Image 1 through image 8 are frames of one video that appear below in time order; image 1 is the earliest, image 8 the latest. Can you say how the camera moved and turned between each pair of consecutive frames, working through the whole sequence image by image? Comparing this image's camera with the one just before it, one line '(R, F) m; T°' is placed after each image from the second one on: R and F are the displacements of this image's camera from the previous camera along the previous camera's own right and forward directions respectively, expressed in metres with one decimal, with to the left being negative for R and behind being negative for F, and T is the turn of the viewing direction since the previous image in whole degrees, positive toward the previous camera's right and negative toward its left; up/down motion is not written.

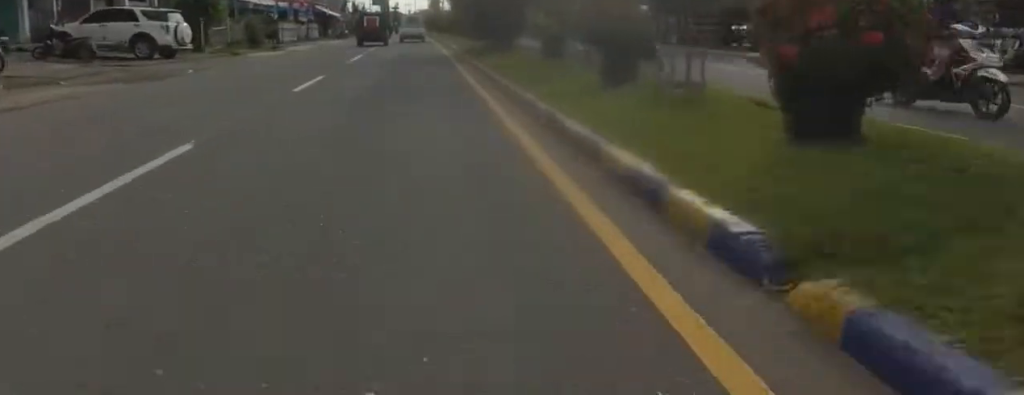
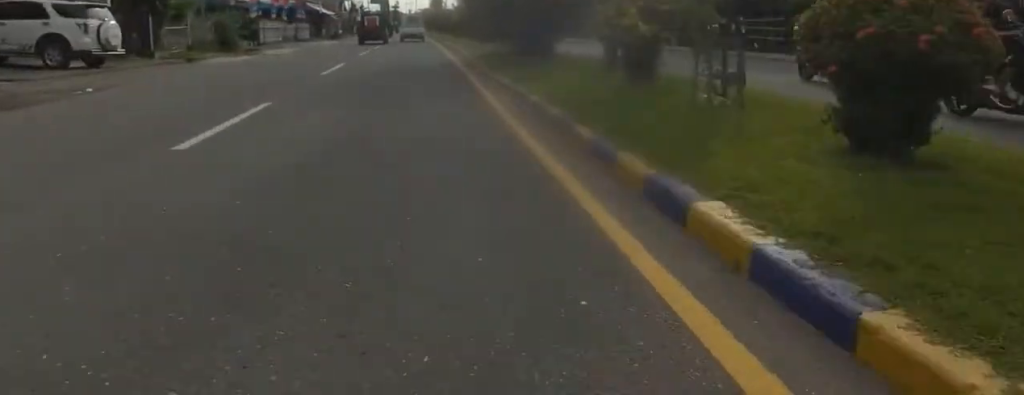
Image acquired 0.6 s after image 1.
(0.0, +5.2) m; 0°
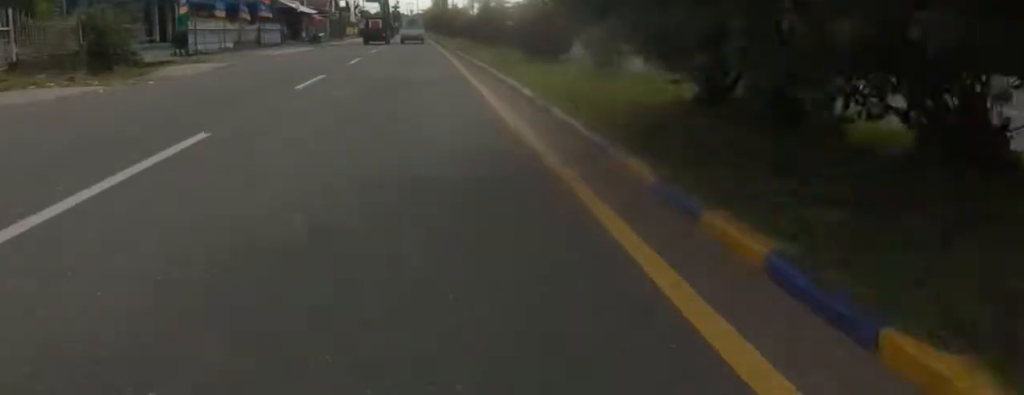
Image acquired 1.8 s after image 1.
(0.0, +10.9) m; 0°
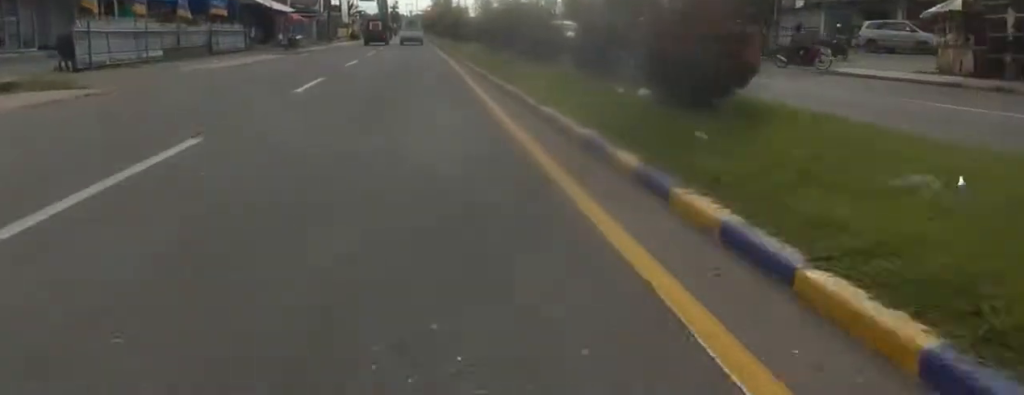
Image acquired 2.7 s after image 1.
(0.0, +8.2) m; 0°
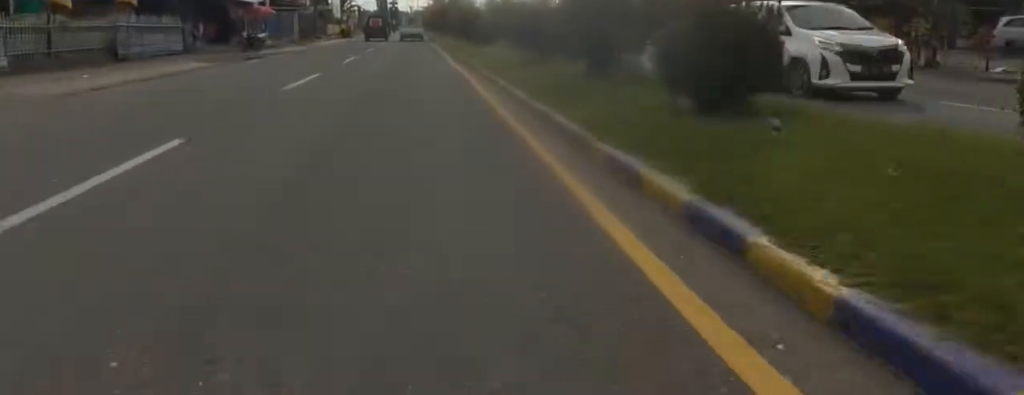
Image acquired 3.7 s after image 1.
(0.0, +8.3) m; 0°
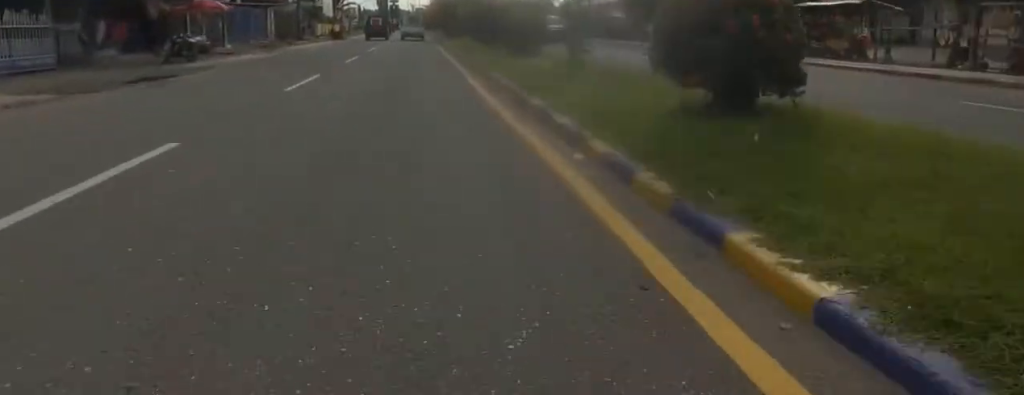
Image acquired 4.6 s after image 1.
(0.0, +8.1) m; 0°
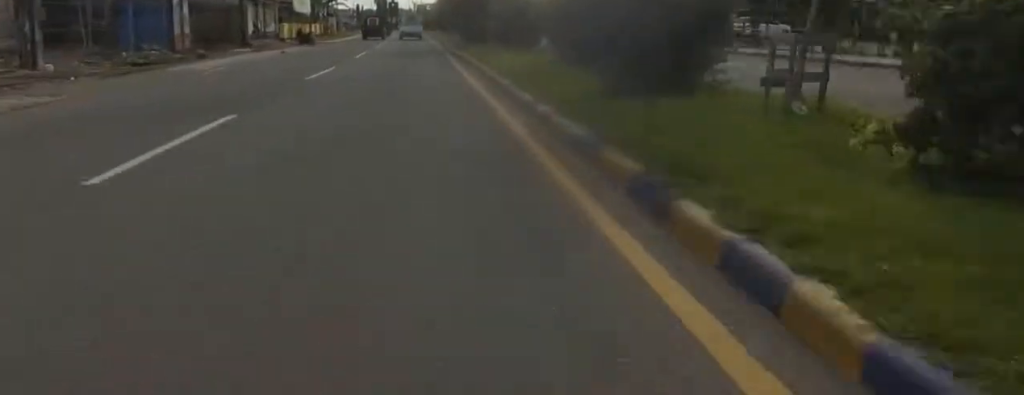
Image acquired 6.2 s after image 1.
(0.0, +14.0) m; 0°
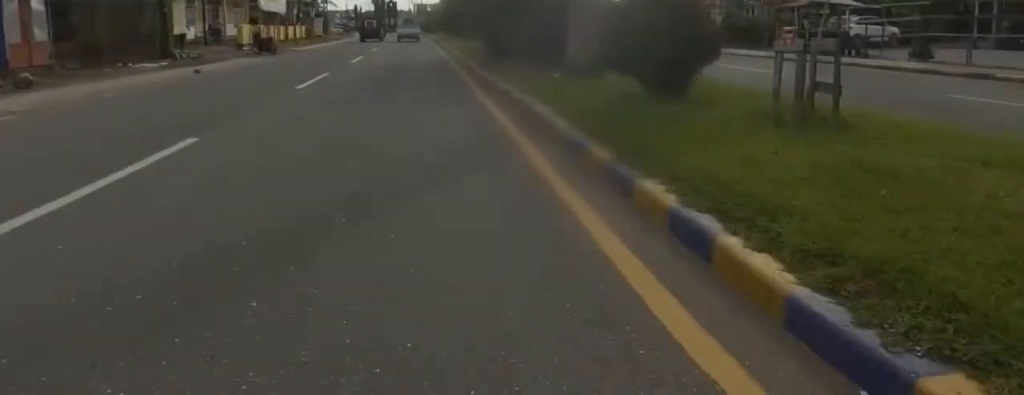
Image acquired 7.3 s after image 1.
(0.0, +9.4) m; +3°
